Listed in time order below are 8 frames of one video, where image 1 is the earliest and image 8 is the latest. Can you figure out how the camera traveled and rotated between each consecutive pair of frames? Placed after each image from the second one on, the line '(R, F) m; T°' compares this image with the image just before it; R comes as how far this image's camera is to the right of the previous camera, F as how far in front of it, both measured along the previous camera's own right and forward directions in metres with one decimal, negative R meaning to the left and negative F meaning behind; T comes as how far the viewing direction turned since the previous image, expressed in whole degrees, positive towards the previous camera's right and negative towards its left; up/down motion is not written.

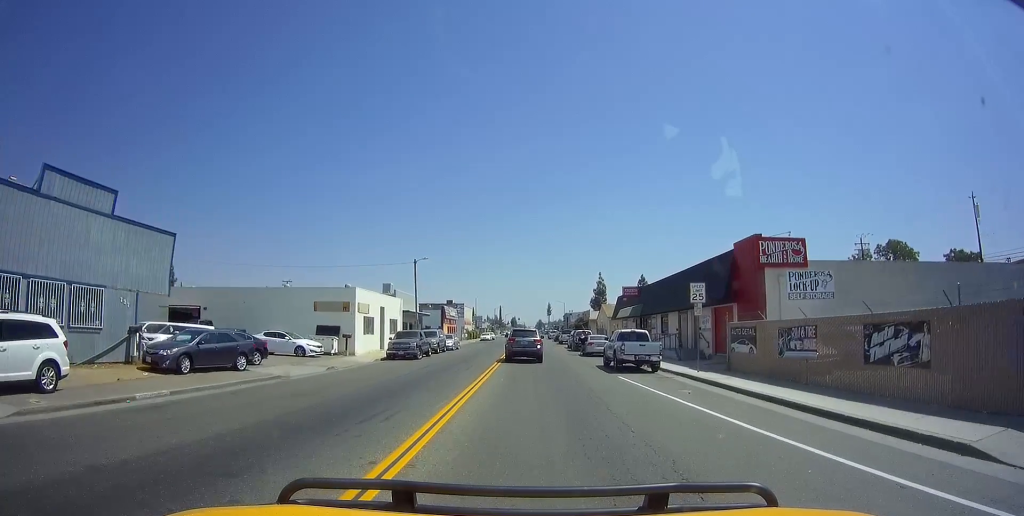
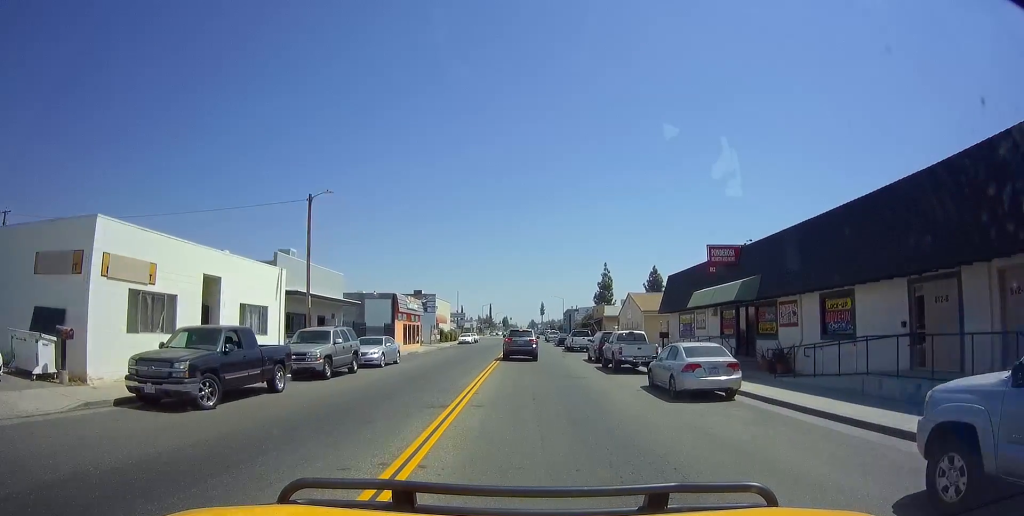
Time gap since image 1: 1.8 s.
(0.0, +21.6) m; +1°
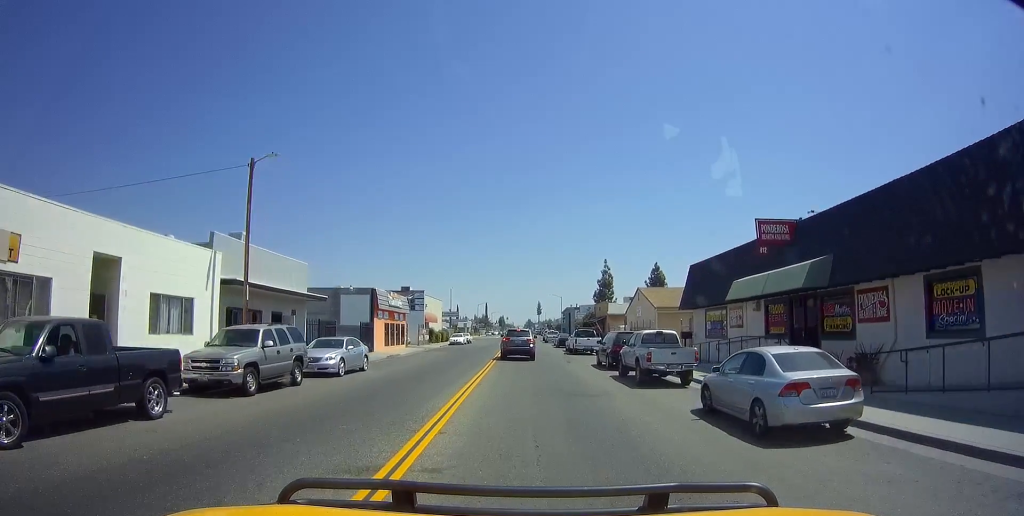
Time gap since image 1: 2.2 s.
(0.0, +5.3) m; +1°
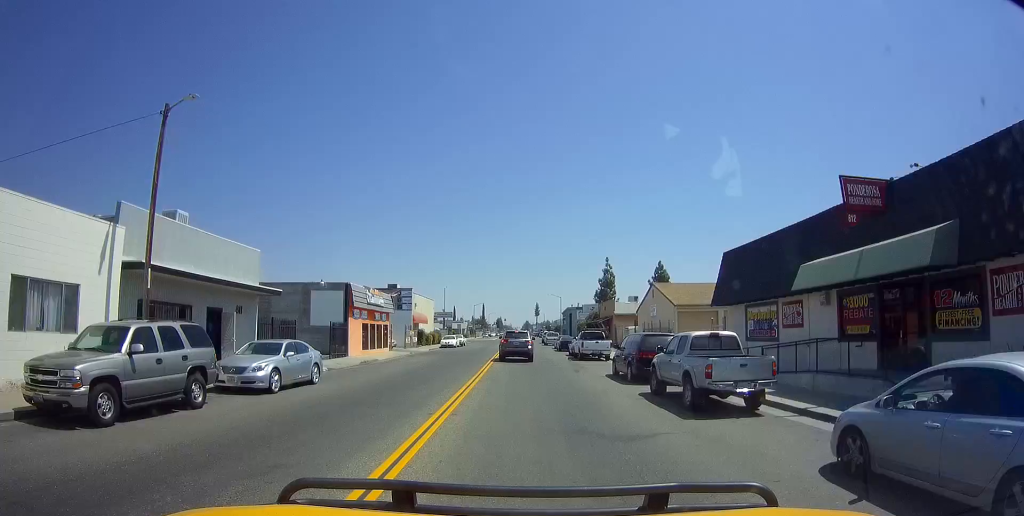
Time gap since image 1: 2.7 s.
(0.0, +5.4) m; +1°
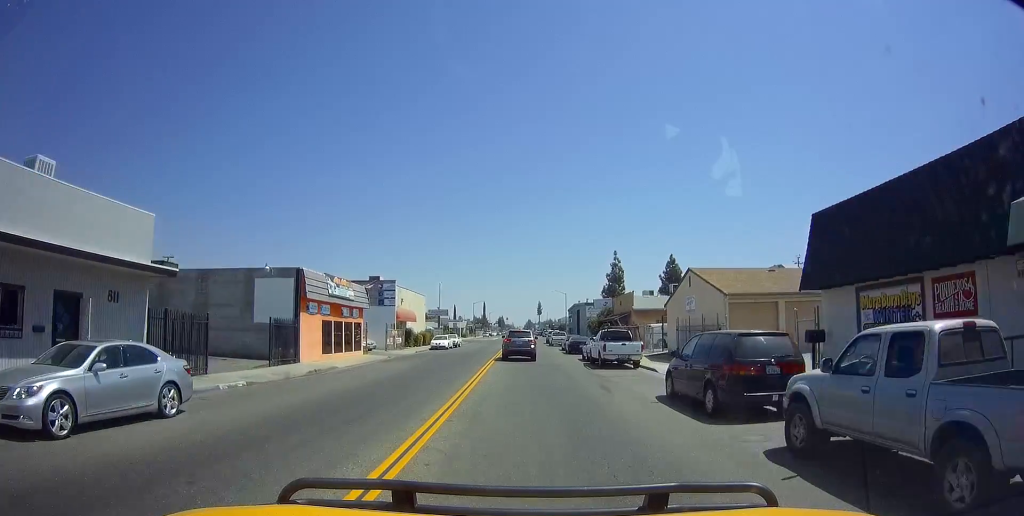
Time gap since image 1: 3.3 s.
(+0.1, +8.0) m; 0°
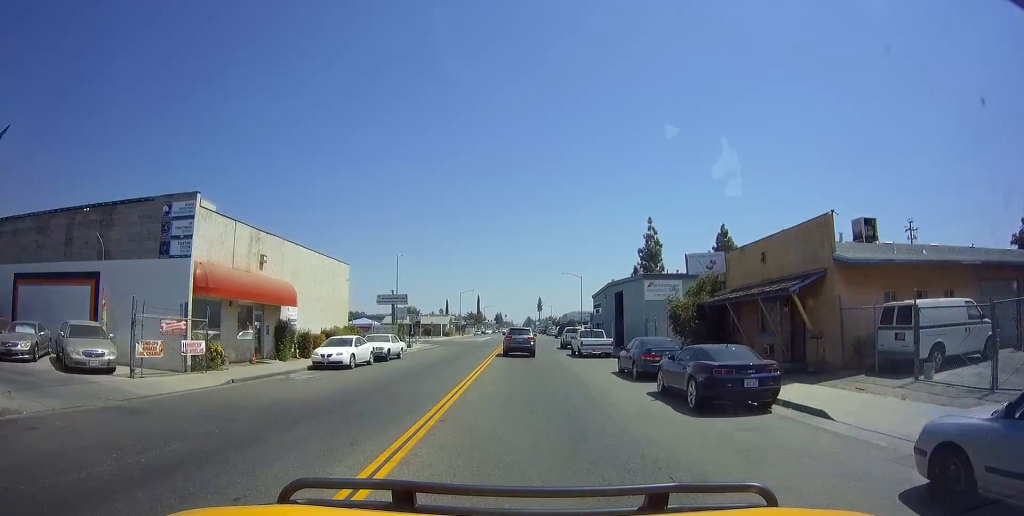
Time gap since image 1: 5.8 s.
(+0.1, +30.6) m; 0°
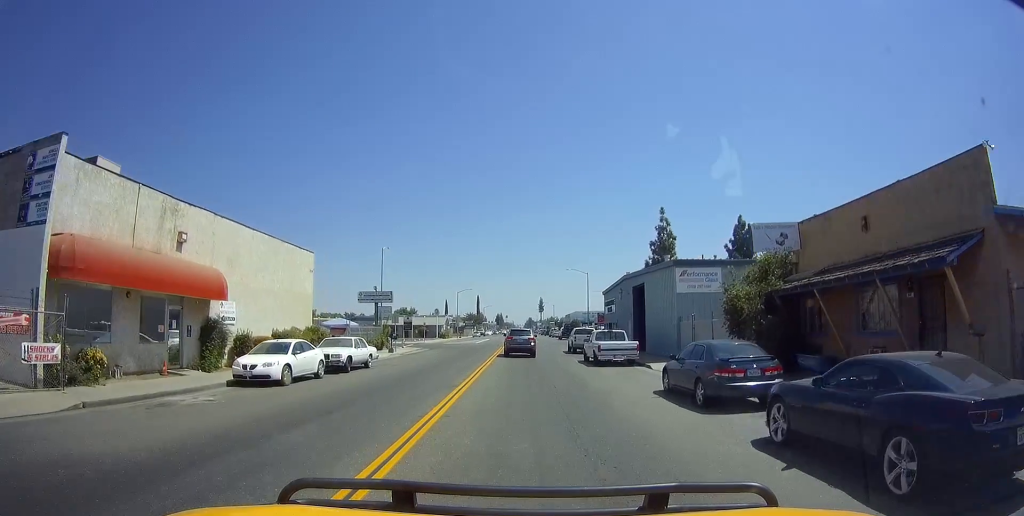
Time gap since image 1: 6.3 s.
(-0.1, +6.8) m; -1°
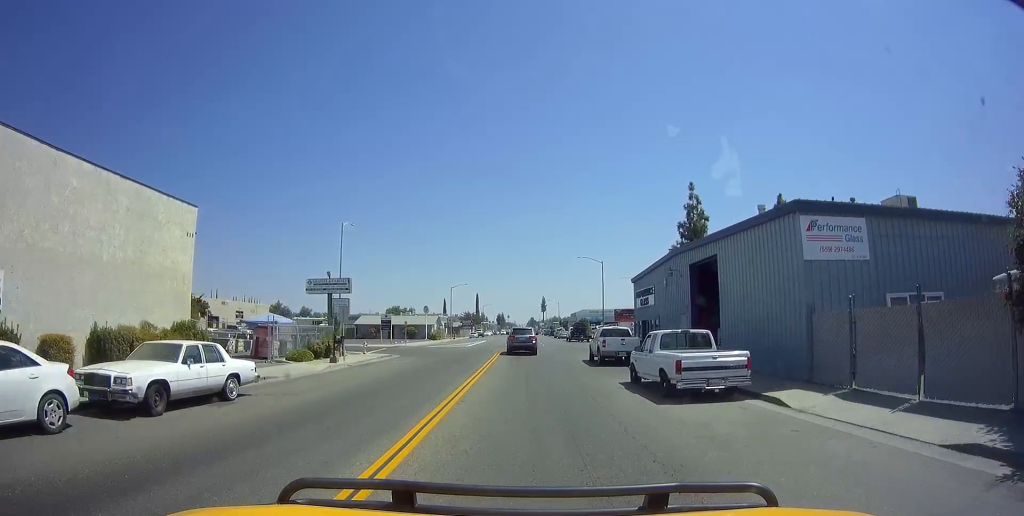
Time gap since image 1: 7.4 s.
(0.0, +12.4) m; 0°
